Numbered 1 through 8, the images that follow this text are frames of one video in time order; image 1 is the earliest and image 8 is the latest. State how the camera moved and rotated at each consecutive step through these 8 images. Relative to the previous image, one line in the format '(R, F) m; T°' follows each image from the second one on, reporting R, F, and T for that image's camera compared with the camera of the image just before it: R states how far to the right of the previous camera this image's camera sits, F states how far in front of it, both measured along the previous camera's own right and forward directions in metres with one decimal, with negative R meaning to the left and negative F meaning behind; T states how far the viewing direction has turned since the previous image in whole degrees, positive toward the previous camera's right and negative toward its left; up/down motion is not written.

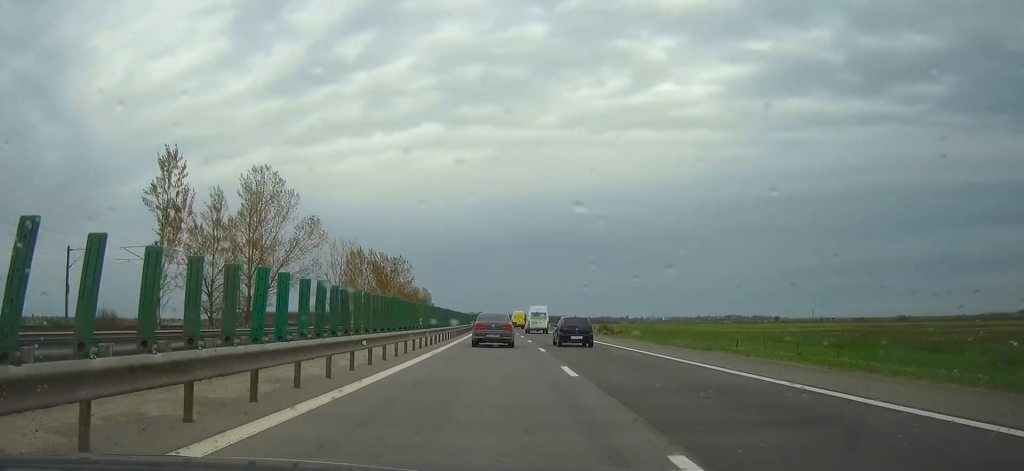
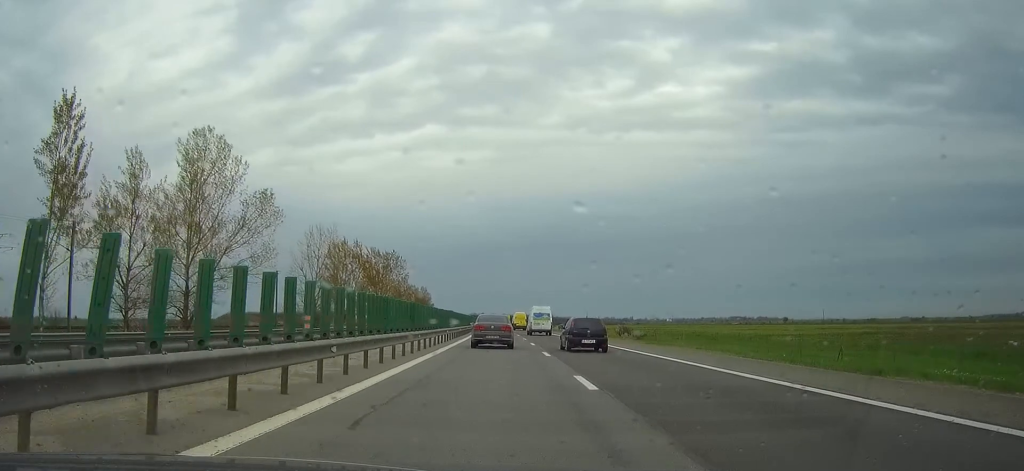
(0.0, +17.0) m; 0°
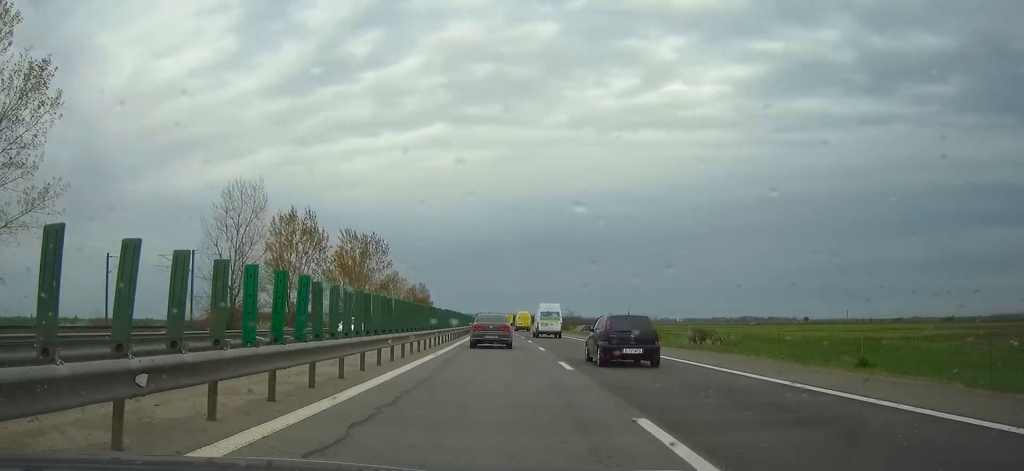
(0.0, +35.9) m; 0°
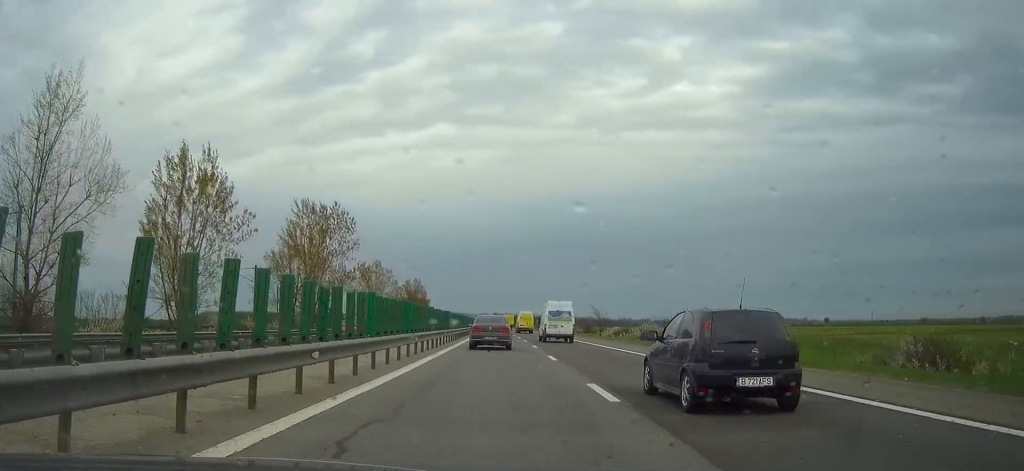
(0.0, +35.9) m; 0°
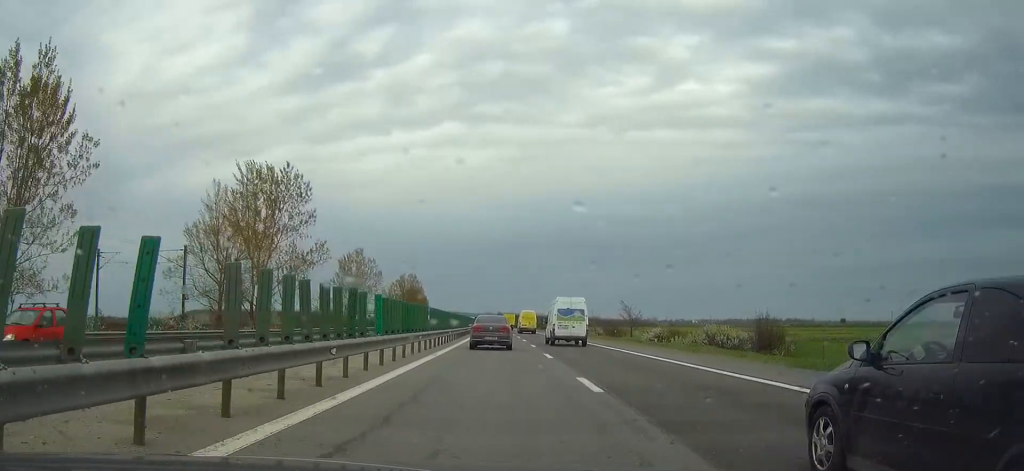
(0.0, +25.0) m; 0°
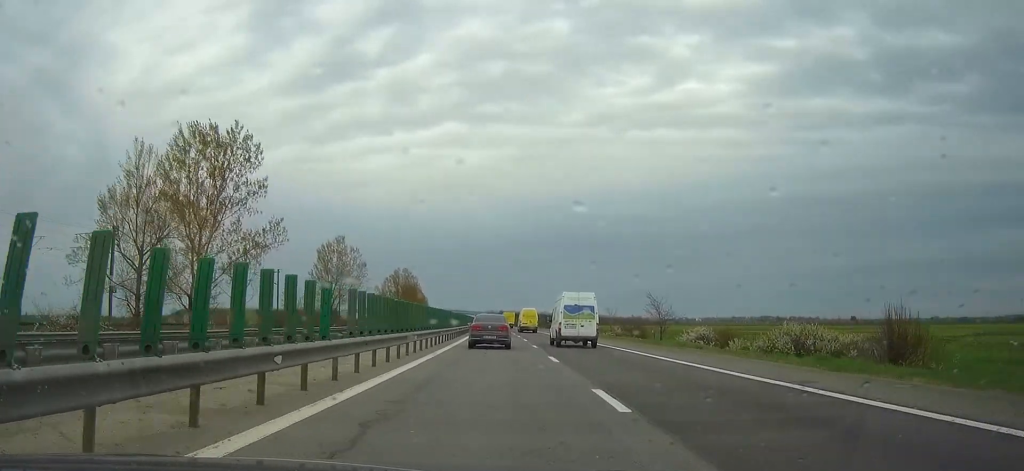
(0.0, +17.0) m; 0°
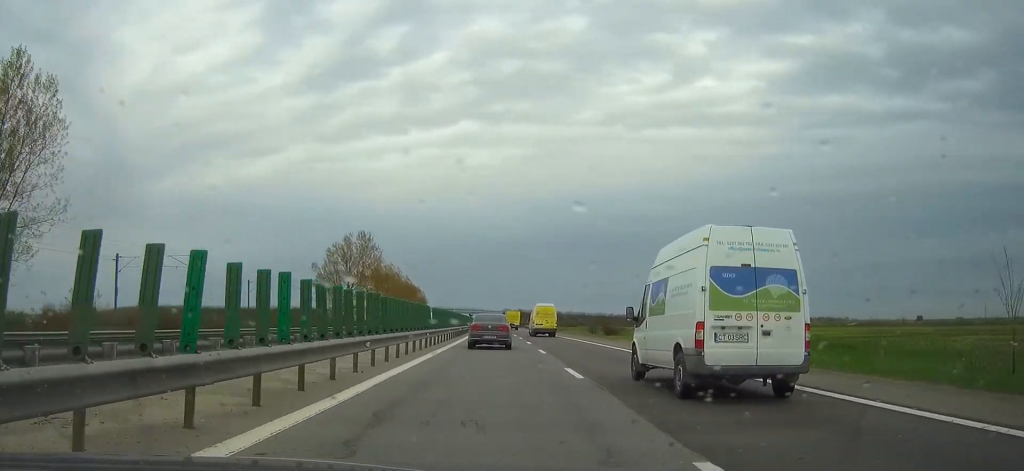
(-1.6, +84.8) m; -3°
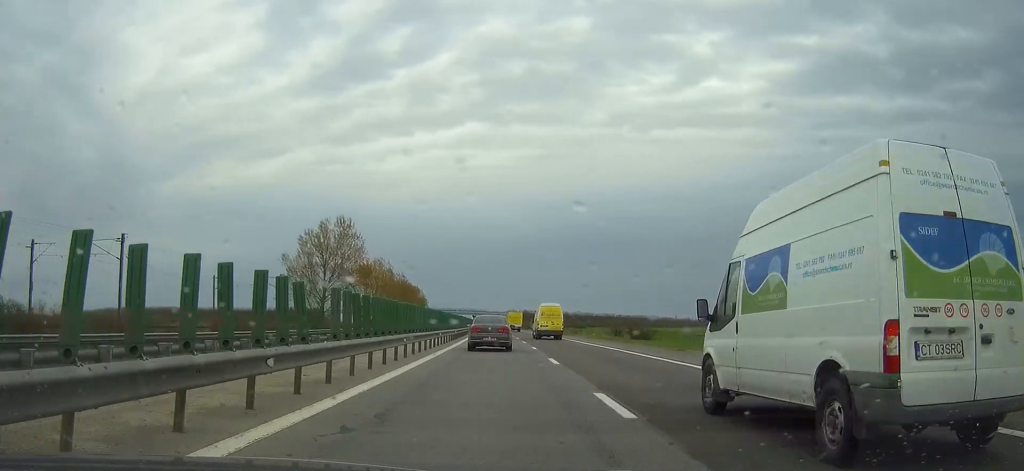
(-0.1, +18.5) m; 0°
